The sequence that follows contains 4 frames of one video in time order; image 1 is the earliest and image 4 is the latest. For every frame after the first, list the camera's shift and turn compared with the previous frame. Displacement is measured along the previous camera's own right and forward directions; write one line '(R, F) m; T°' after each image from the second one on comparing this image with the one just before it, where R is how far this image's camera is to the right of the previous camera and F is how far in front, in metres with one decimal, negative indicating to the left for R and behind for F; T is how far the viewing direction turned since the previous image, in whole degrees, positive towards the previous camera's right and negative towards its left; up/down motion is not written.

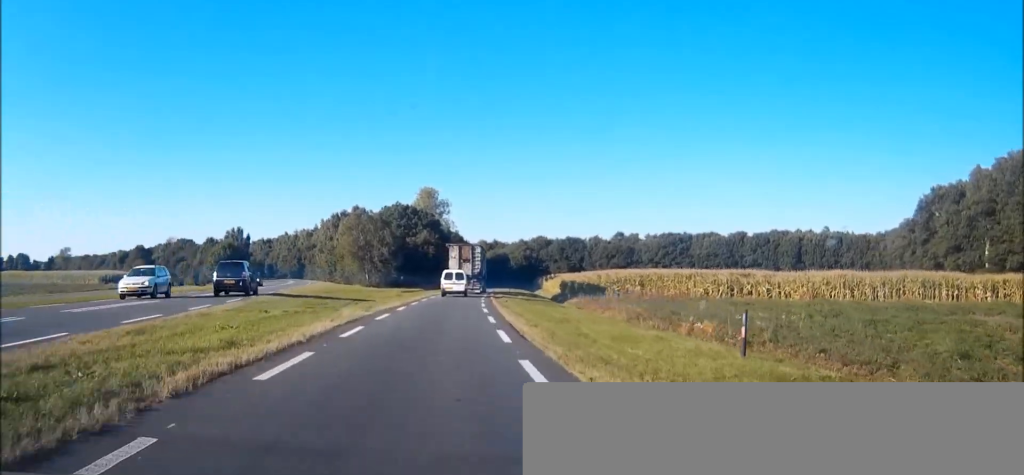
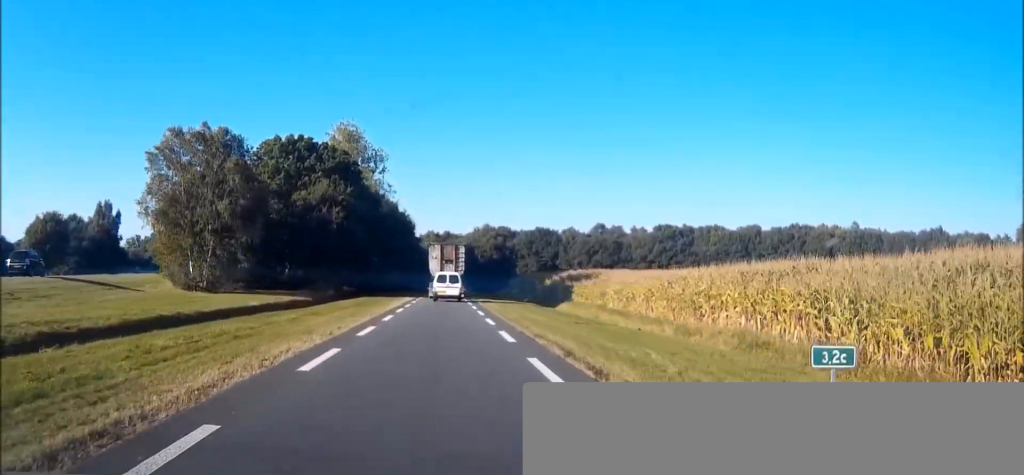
(+1.8, +64.8) m; +3°
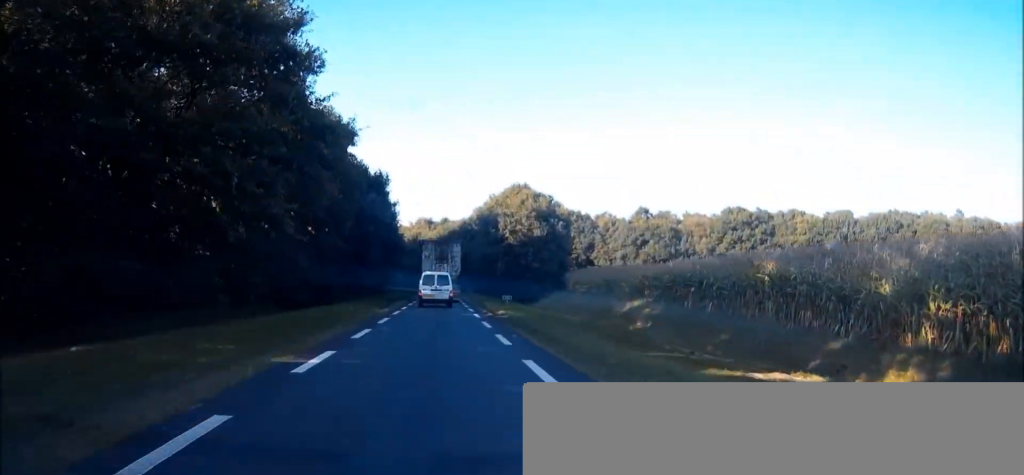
(+1.3, +67.5) m; +1°
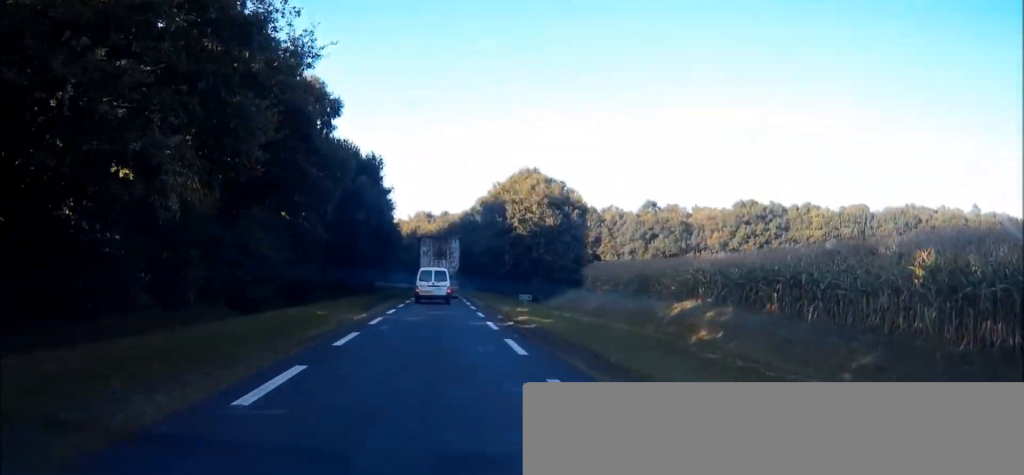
(0.0, +8.9) m; 0°
